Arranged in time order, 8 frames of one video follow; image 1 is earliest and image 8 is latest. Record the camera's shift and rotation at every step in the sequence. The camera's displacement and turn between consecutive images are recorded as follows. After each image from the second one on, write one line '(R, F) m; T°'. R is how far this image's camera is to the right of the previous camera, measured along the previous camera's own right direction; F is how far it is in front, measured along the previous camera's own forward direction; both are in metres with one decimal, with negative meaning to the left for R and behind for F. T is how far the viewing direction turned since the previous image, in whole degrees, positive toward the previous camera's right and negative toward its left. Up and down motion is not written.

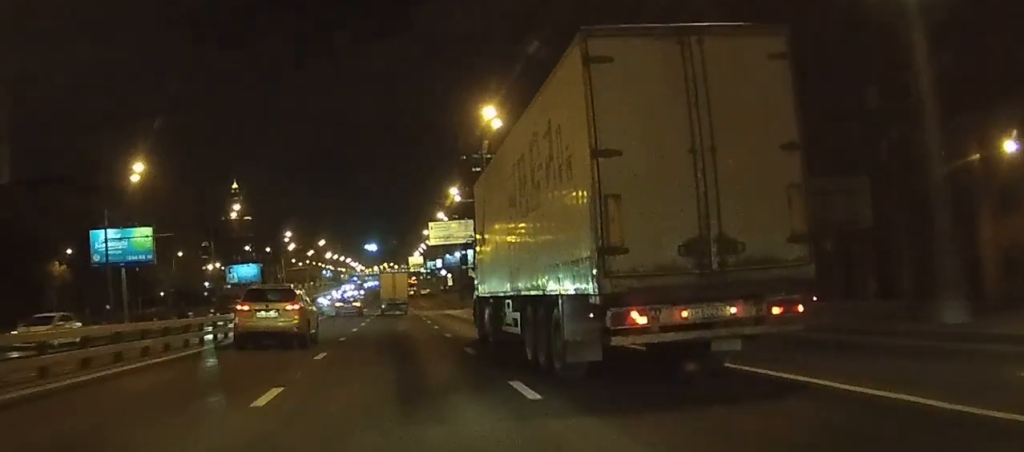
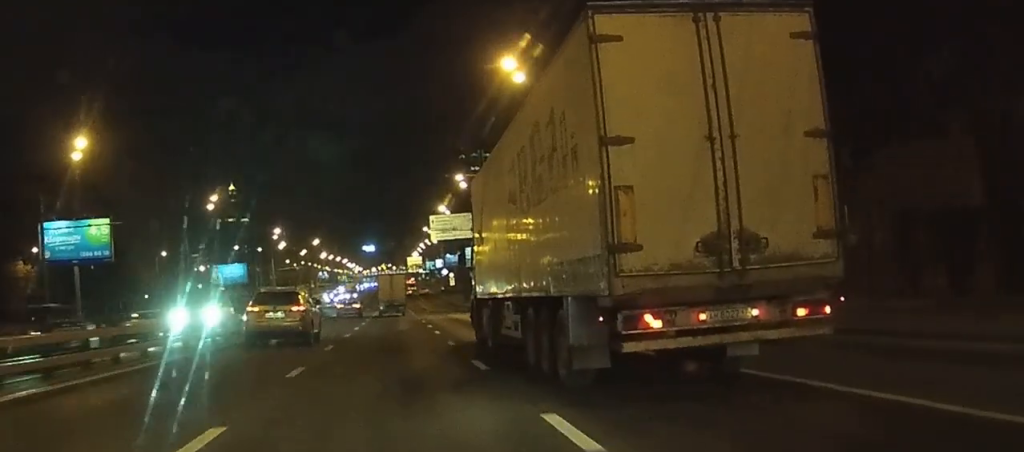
(0.0, +11.5) m; 0°
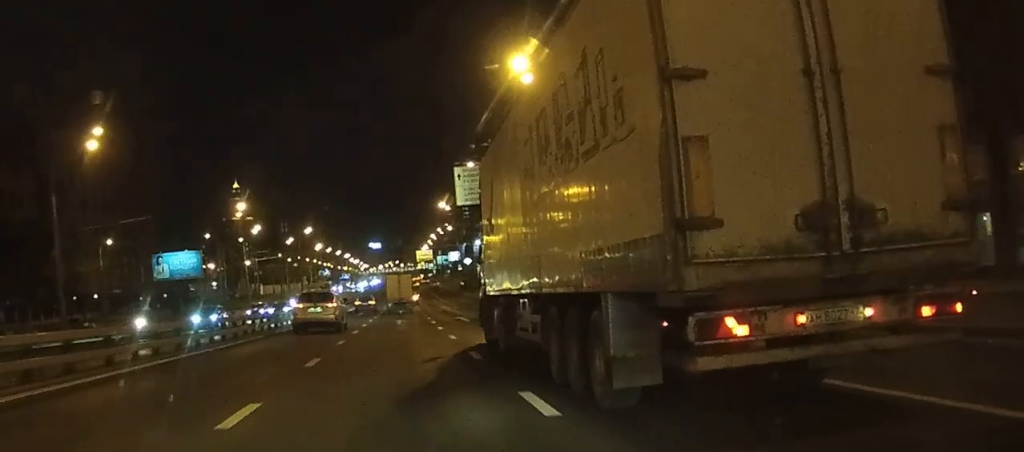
(-0.1, +38.0) m; 0°
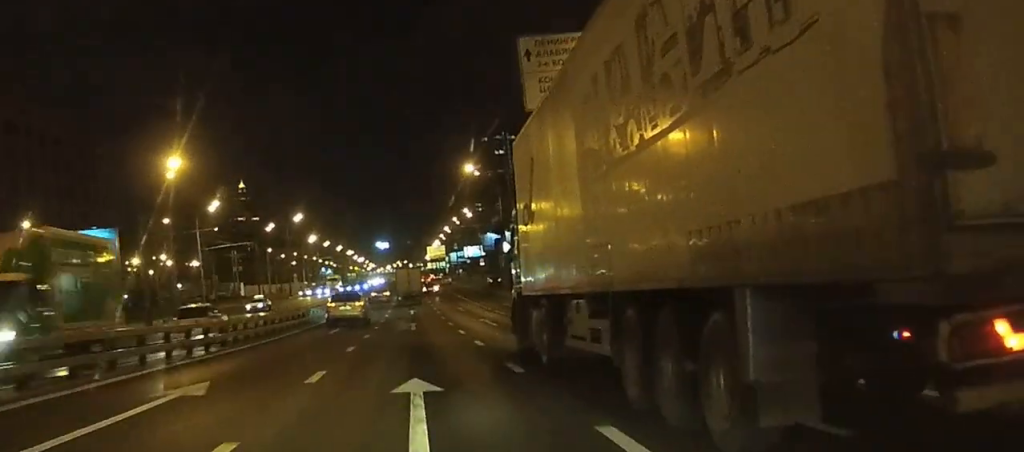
(-0.2, +34.8) m; 0°
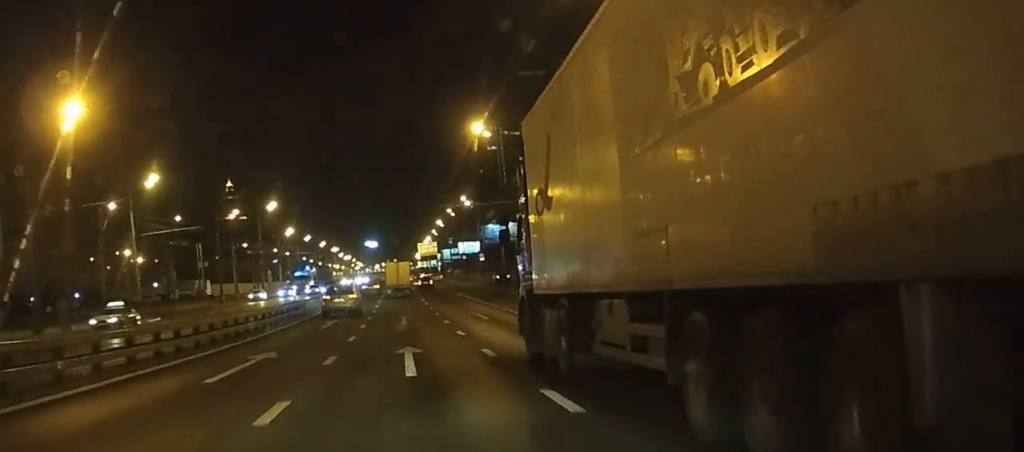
(+0.1, +20.3) m; 0°
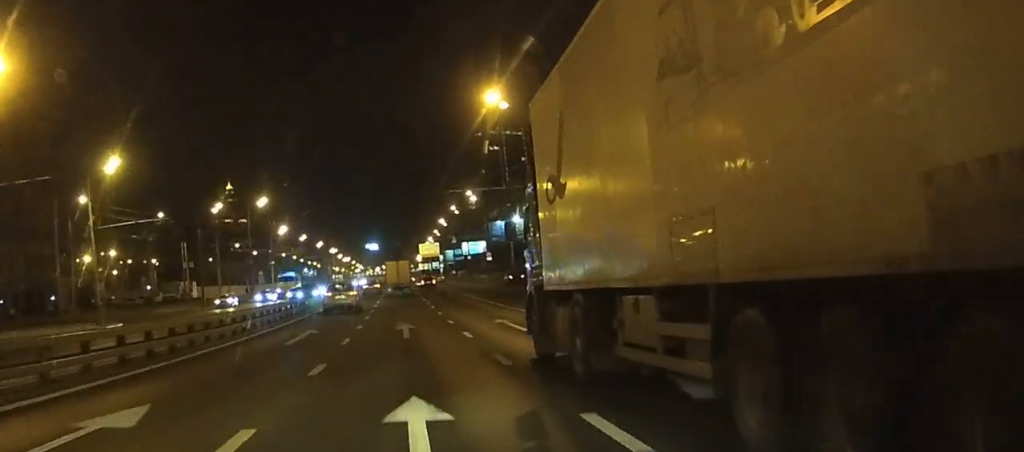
(0.0, +10.6) m; 0°
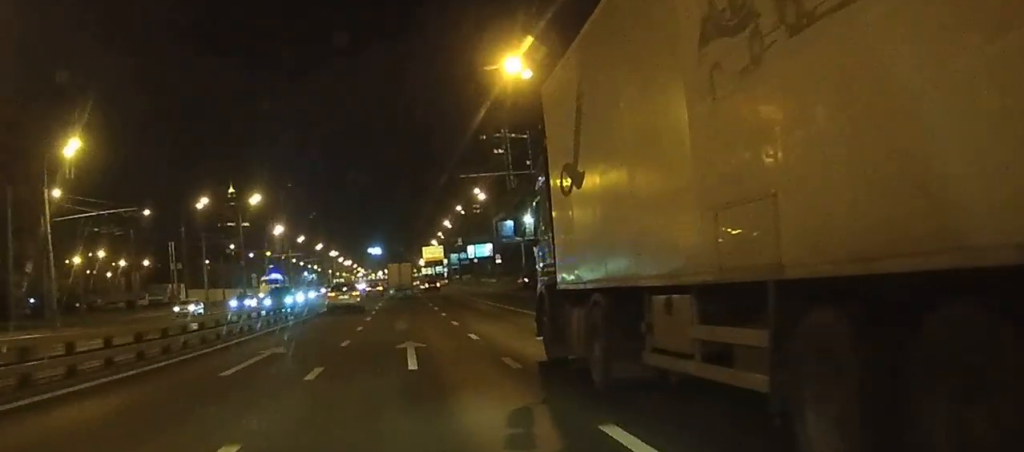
(0.0, +8.8) m; 0°
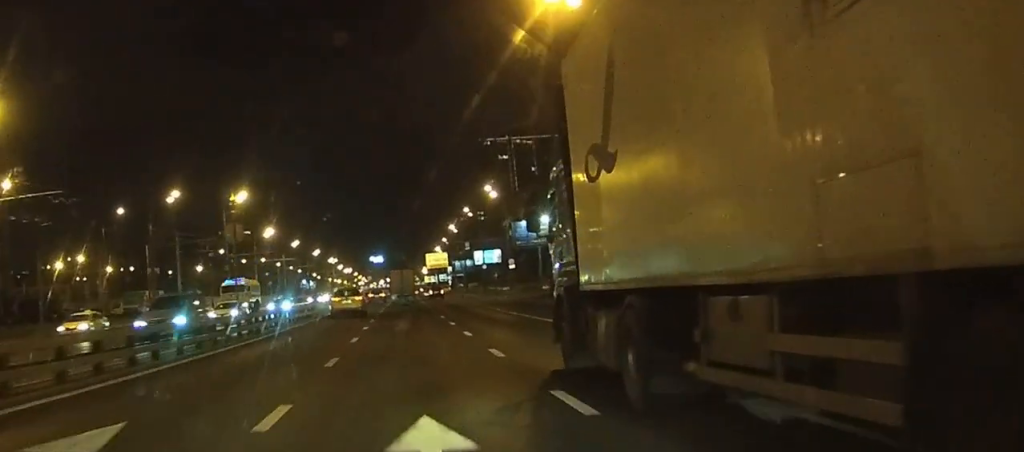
(0.0, +12.7) m; 0°
